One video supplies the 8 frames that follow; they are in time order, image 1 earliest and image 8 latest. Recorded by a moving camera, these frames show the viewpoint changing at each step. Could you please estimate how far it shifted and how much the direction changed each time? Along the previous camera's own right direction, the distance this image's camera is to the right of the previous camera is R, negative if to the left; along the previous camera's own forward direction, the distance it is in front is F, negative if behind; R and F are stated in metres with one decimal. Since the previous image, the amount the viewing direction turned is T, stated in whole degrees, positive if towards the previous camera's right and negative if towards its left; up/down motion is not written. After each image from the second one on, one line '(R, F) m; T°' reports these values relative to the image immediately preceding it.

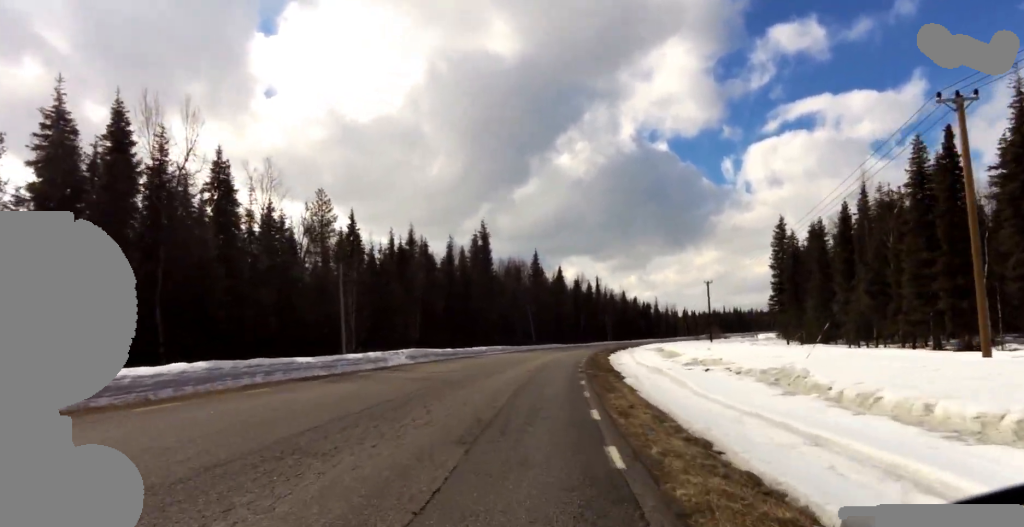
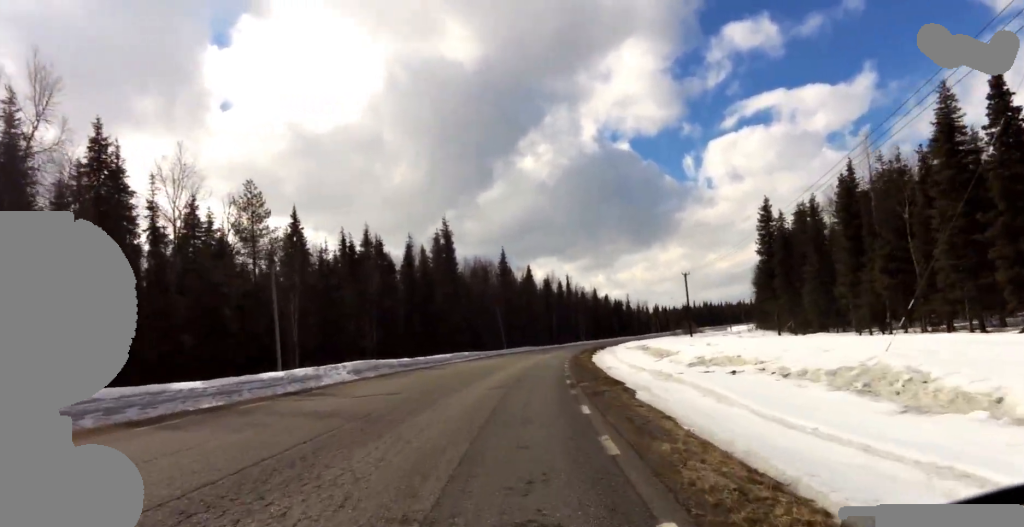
(+0.7, +5.4) m; +5°
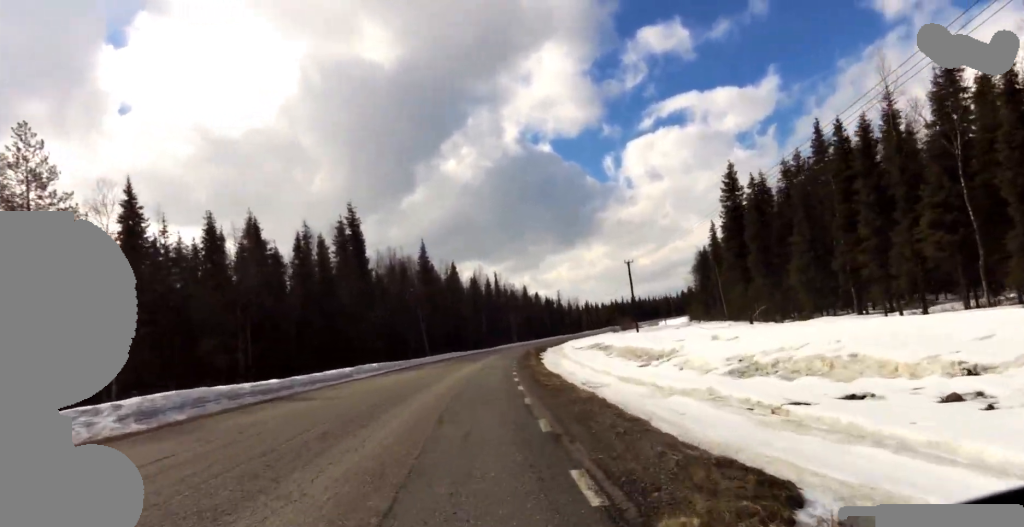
(+0.7, +10.4) m; +4°
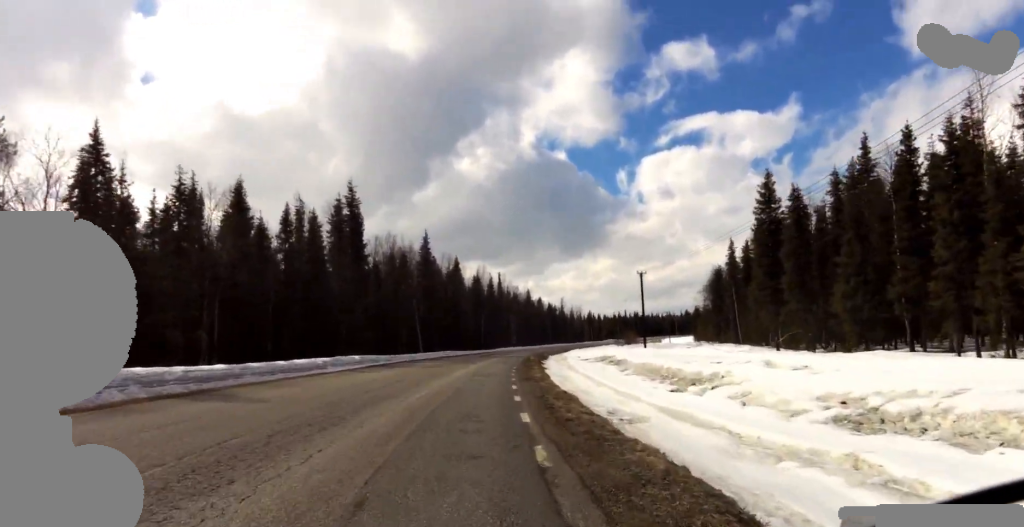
(0.0, +4.4) m; 0°
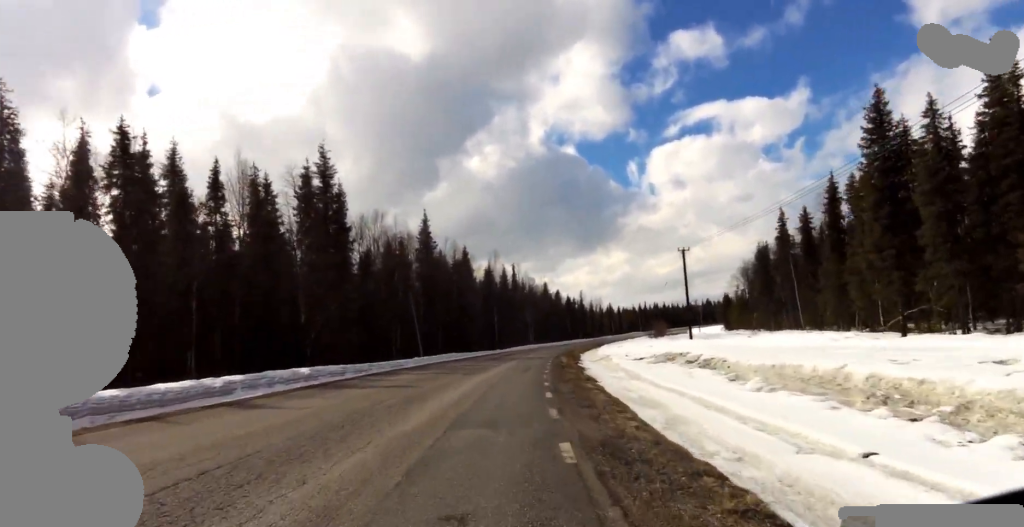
(-0.2, +11.4) m; -1°
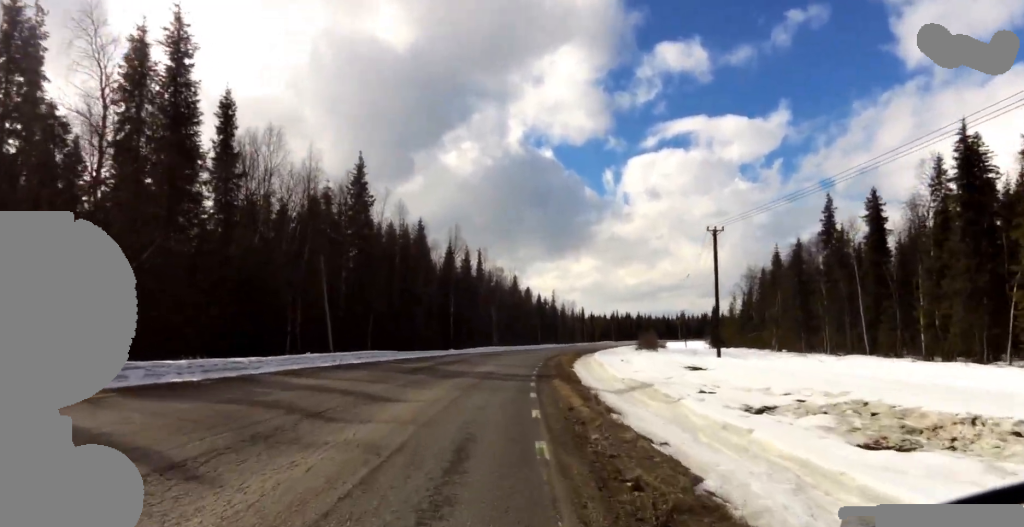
(+0.1, +16.9) m; +1°
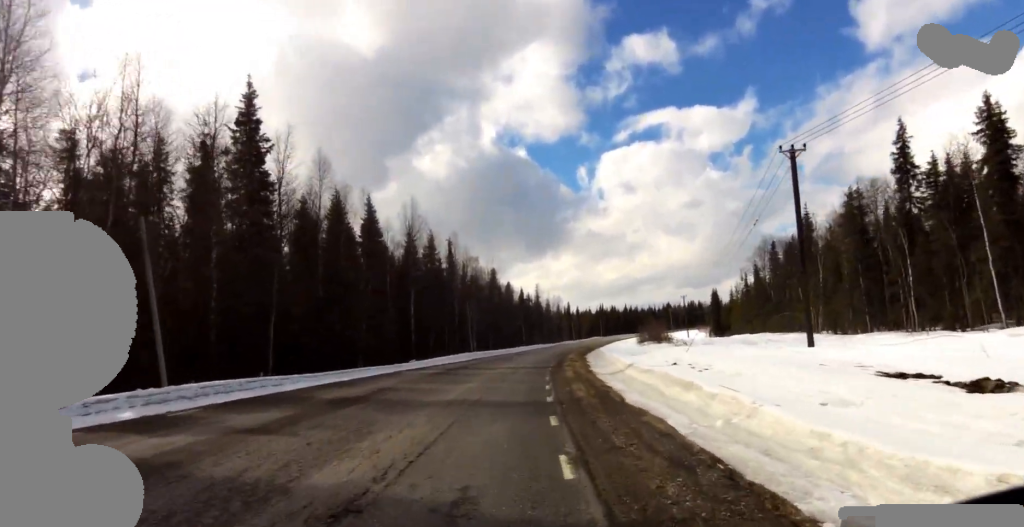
(0.0, +15.6) m; 0°
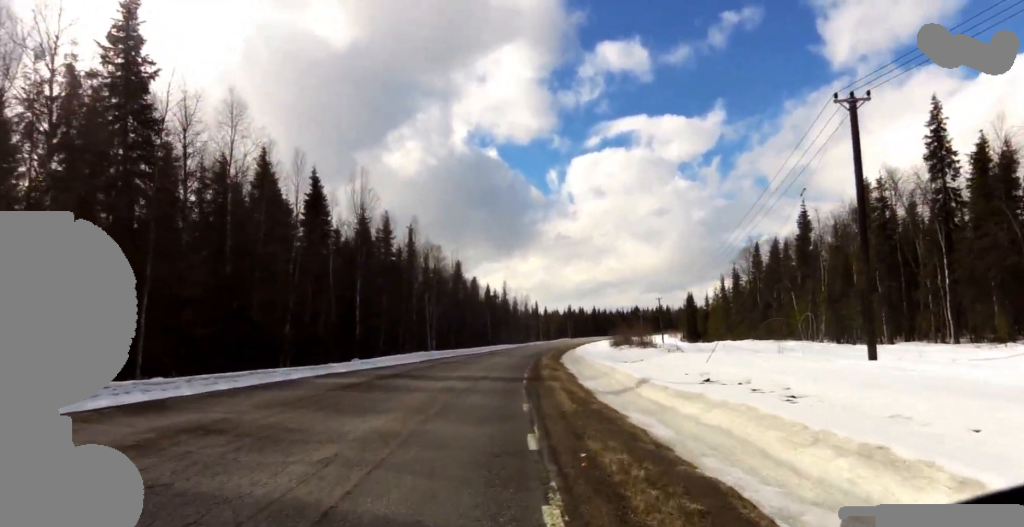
(+0.1, +7.4) m; +7°
